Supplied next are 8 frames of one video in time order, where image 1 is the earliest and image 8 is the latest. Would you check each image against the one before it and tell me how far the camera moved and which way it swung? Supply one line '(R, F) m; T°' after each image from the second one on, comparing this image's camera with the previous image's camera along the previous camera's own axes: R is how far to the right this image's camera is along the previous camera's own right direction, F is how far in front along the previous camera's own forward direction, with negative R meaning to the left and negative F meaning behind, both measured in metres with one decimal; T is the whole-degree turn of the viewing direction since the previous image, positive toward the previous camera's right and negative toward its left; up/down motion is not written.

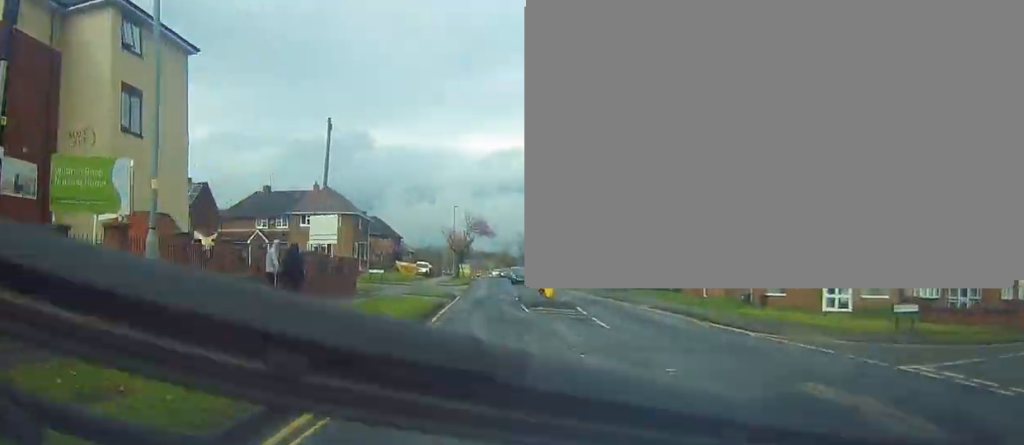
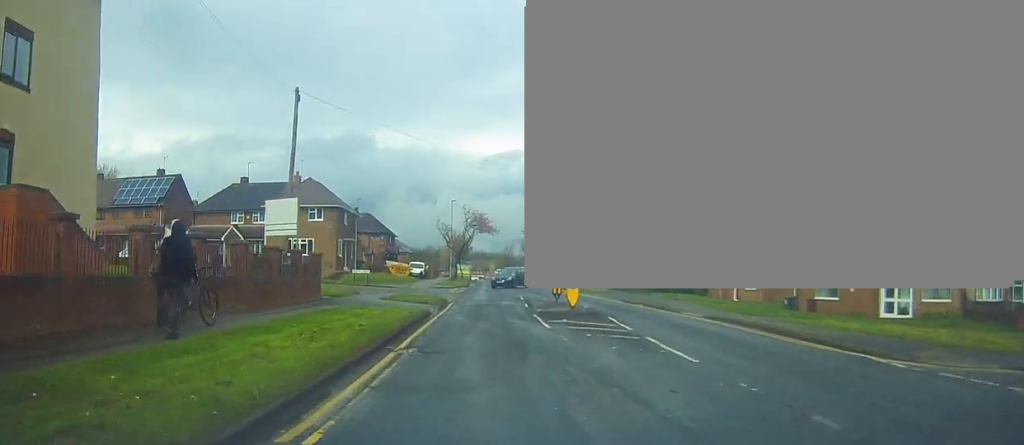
(+0.2, +6.8) m; +1°
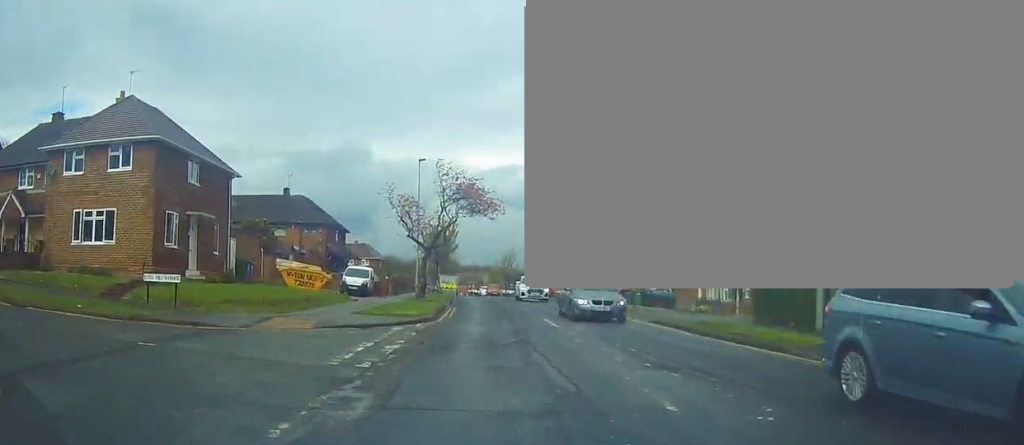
(0.0, +30.7) m; +1°
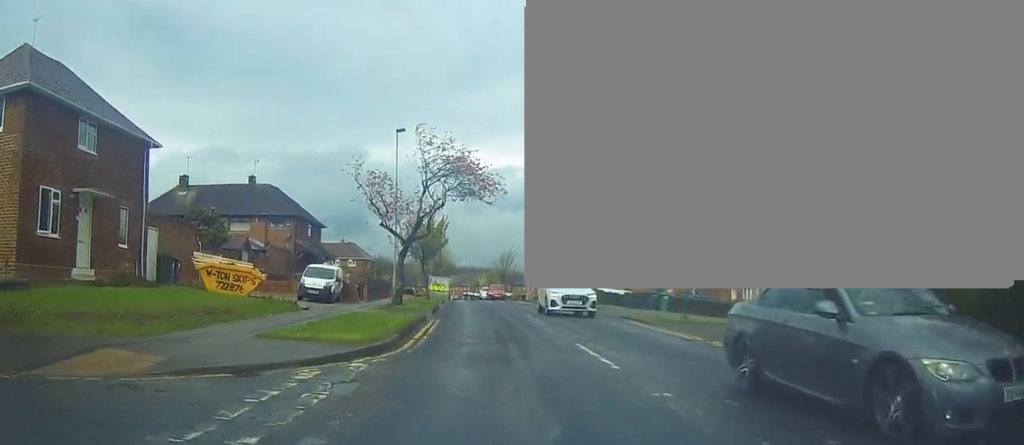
(0.0, +8.4) m; 0°
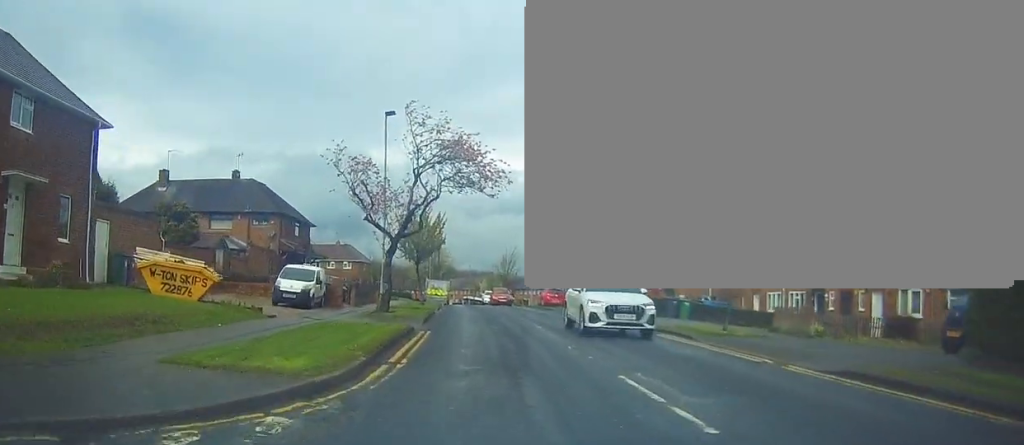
(-0.1, +3.9) m; 0°
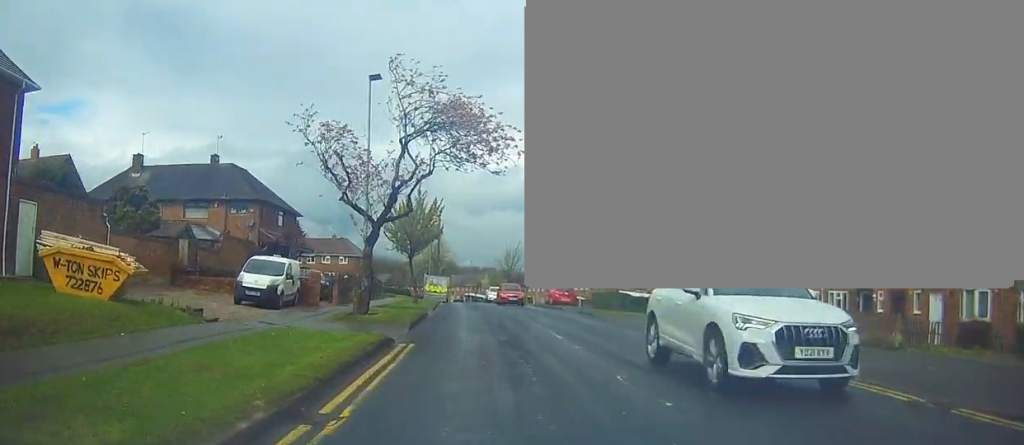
(0.0, +4.7) m; 0°
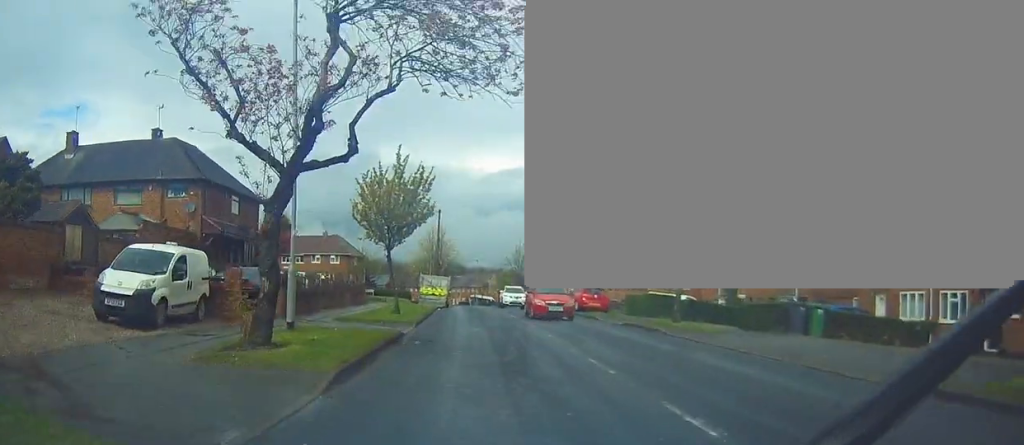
(+0.1, +9.4) m; 0°
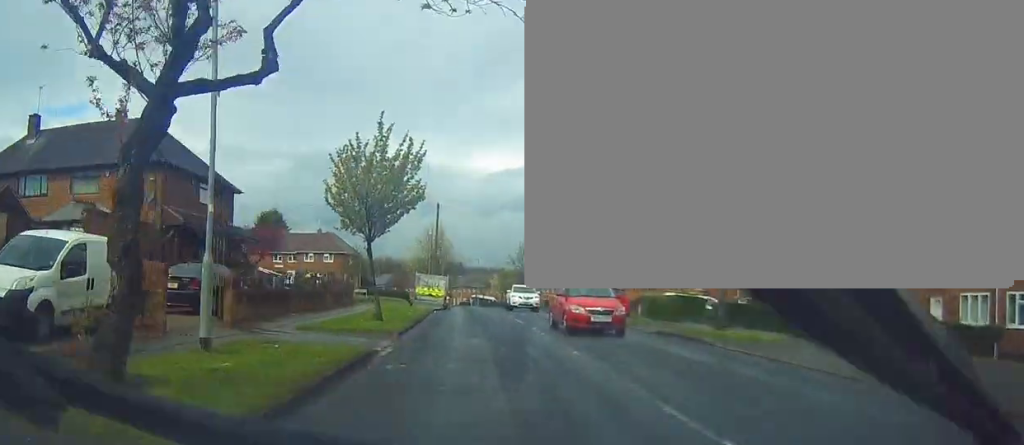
(0.0, +4.4) m; -1°
